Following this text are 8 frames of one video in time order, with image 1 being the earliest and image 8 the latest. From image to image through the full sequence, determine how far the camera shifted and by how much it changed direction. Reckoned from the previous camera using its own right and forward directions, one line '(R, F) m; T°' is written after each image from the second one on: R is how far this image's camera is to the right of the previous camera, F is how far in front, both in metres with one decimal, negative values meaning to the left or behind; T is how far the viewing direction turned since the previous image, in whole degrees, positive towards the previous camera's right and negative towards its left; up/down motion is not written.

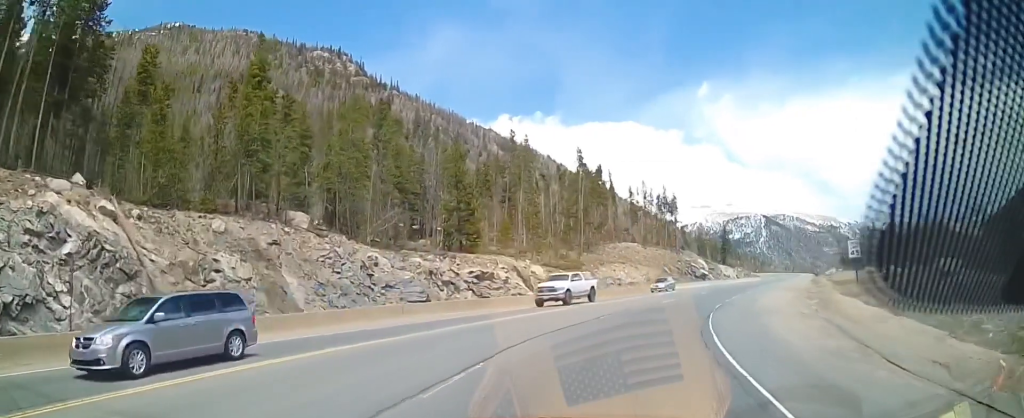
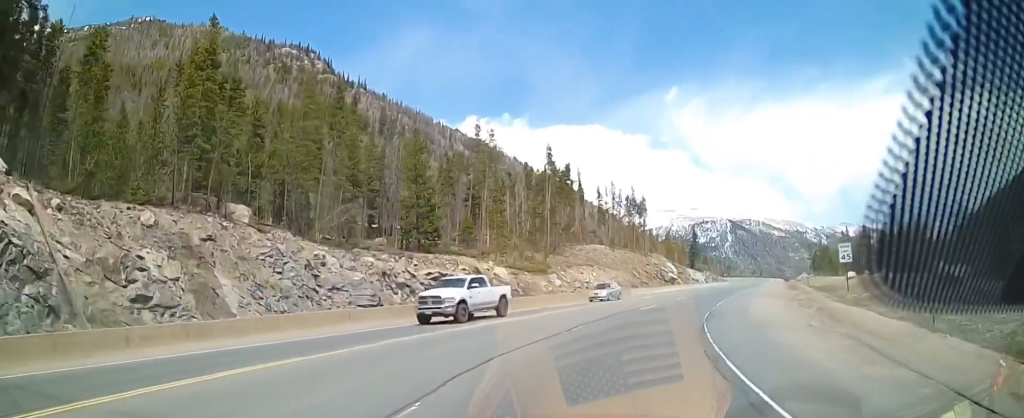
(+0.1, +3.8) m; +3°
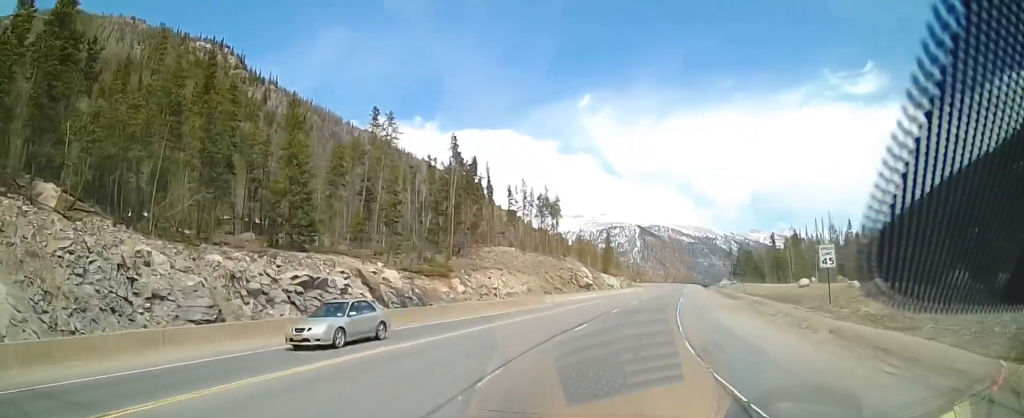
(+0.9, +9.2) m; +17°
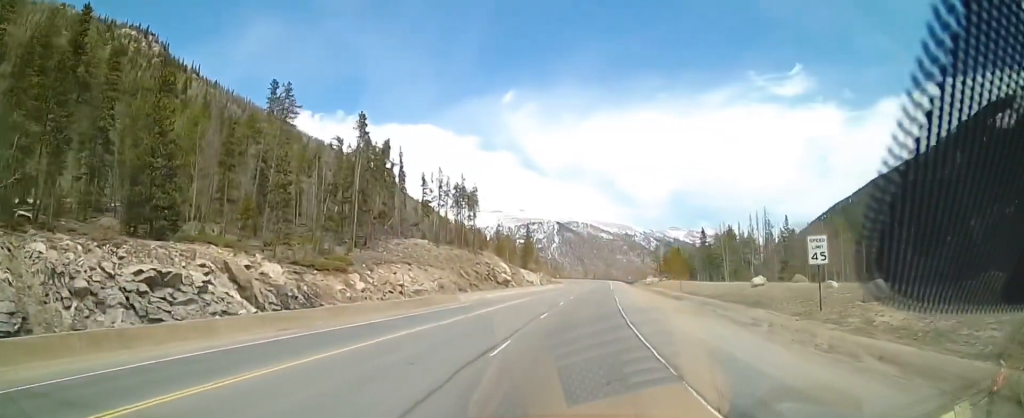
(+1.1, +7.4) m; +11°
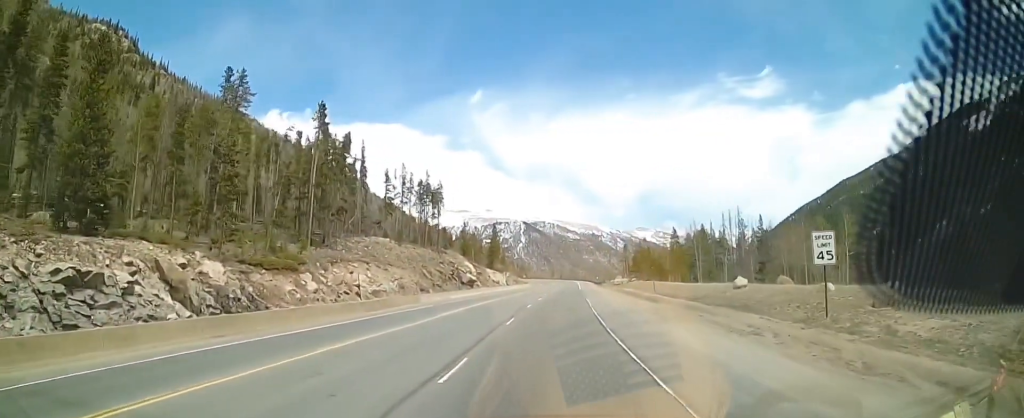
(0.0, +3.4) m; +2°
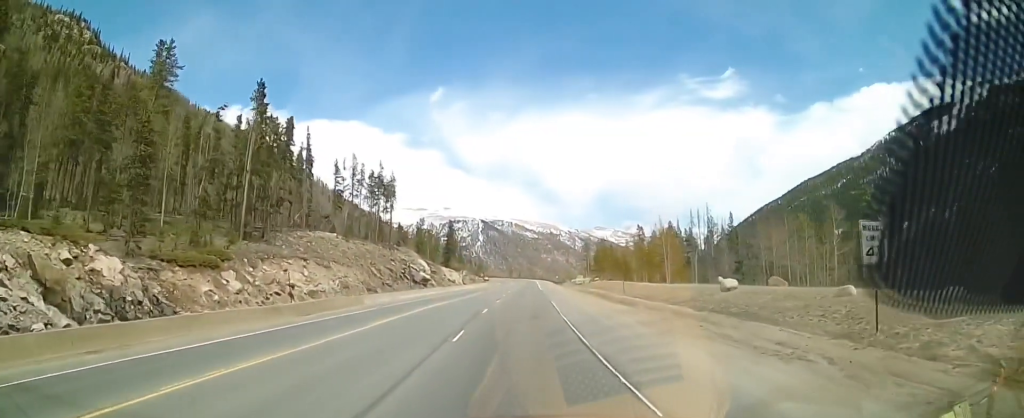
(+0.2, +6.4) m; +3°
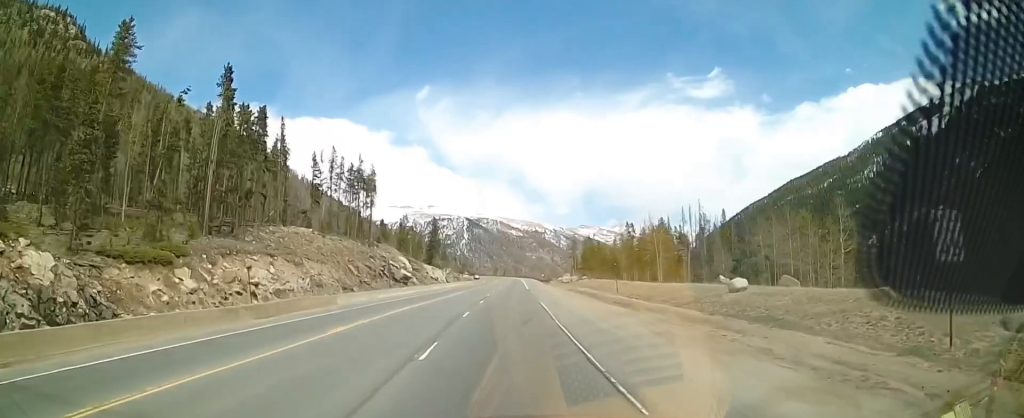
(+0.1, +4.4) m; +2°
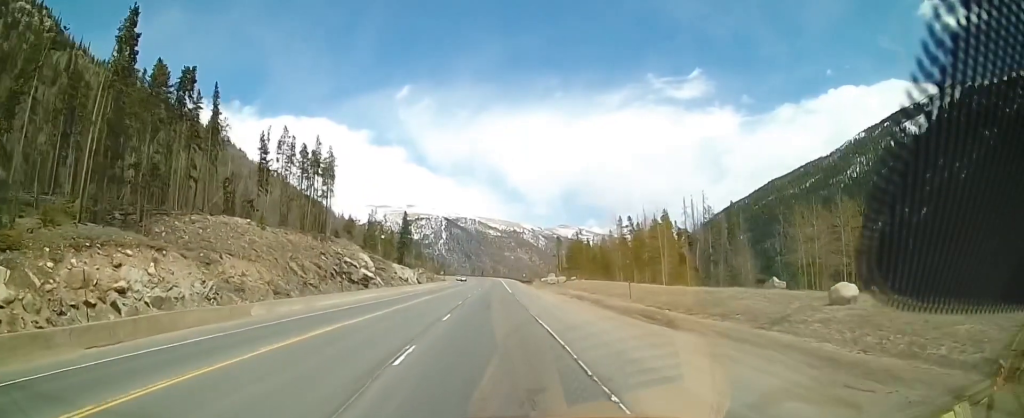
(+1.0, +14.7) m; +4°
